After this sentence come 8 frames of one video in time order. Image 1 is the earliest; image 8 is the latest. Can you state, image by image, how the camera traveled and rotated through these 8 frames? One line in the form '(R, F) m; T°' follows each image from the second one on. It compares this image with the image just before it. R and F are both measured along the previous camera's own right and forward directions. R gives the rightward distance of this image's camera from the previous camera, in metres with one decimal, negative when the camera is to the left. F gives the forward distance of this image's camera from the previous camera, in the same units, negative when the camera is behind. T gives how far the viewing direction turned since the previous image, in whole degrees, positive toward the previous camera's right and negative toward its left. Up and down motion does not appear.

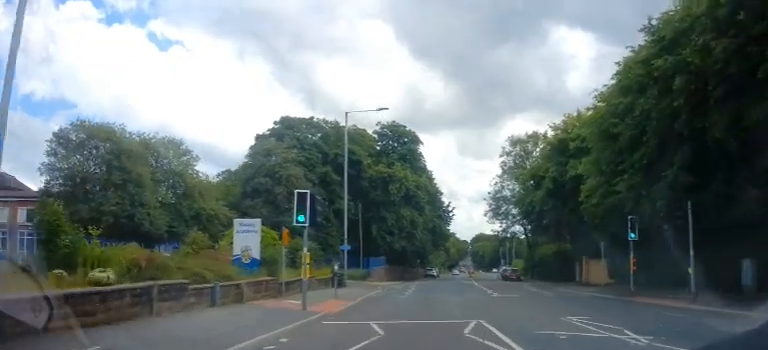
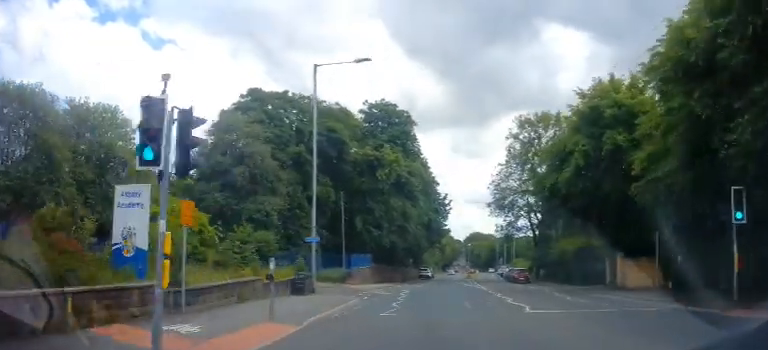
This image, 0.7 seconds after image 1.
(+0.2, +8.0) m; +1°
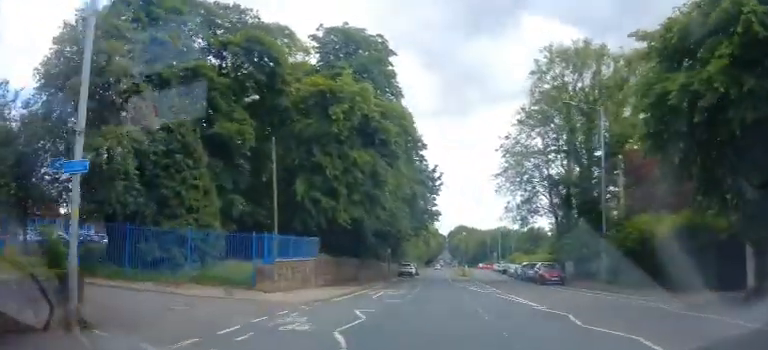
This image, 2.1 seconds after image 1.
(-0.2, +16.8) m; -3°
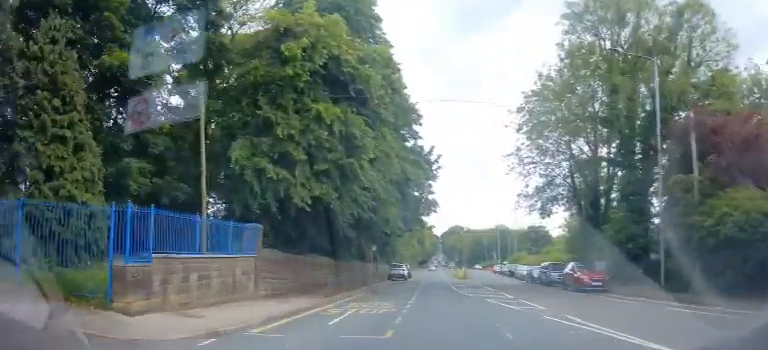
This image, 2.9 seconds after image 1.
(-0.1, +8.9) m; -1°
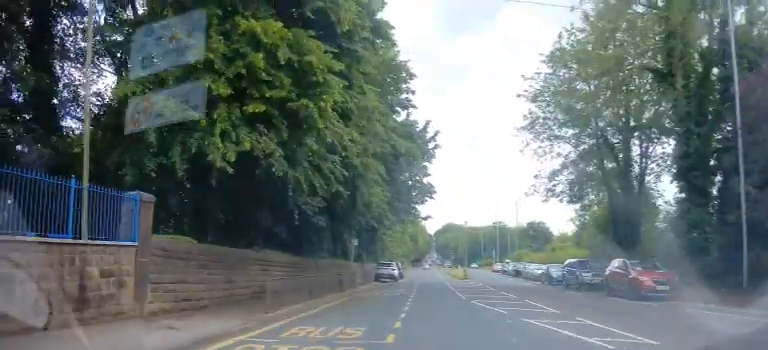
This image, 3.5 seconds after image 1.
(-0.4, +6.6) m; +5°
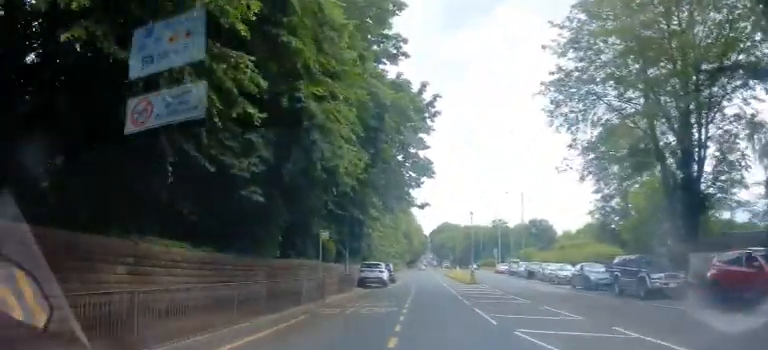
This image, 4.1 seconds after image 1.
(+0.6, +8.1) m; +5°
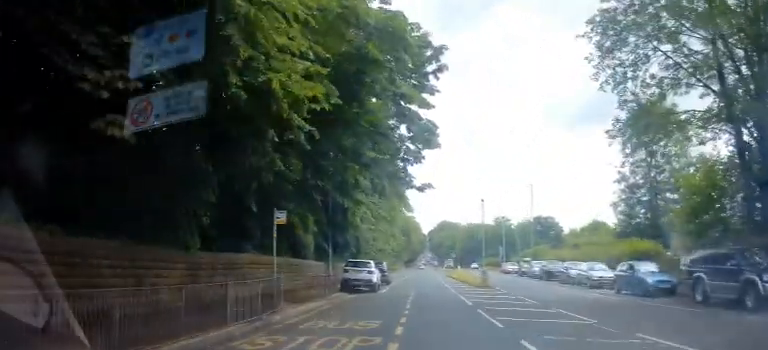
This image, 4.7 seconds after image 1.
(+0.9, +7.1) m; +3°
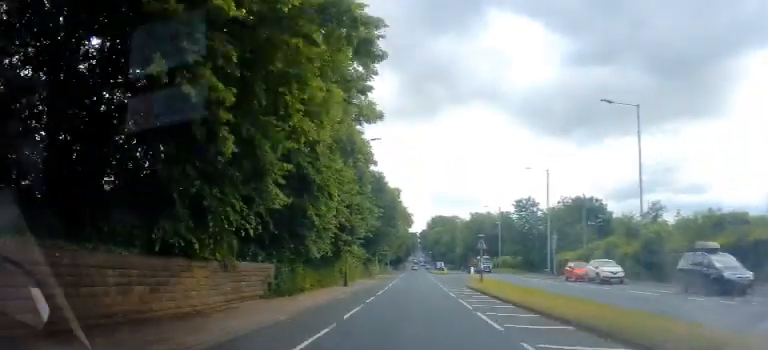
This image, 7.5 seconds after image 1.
(-3.2, +35.8) m; -5°
